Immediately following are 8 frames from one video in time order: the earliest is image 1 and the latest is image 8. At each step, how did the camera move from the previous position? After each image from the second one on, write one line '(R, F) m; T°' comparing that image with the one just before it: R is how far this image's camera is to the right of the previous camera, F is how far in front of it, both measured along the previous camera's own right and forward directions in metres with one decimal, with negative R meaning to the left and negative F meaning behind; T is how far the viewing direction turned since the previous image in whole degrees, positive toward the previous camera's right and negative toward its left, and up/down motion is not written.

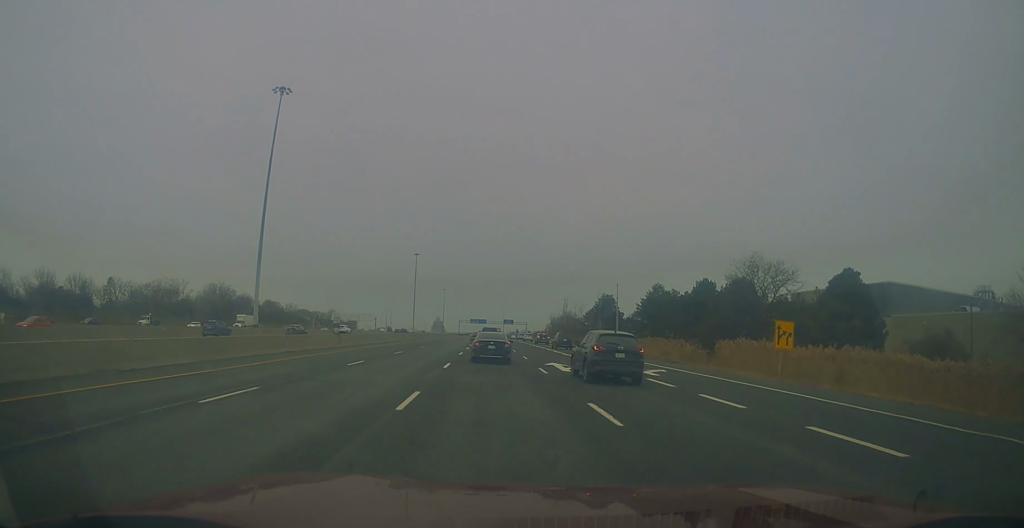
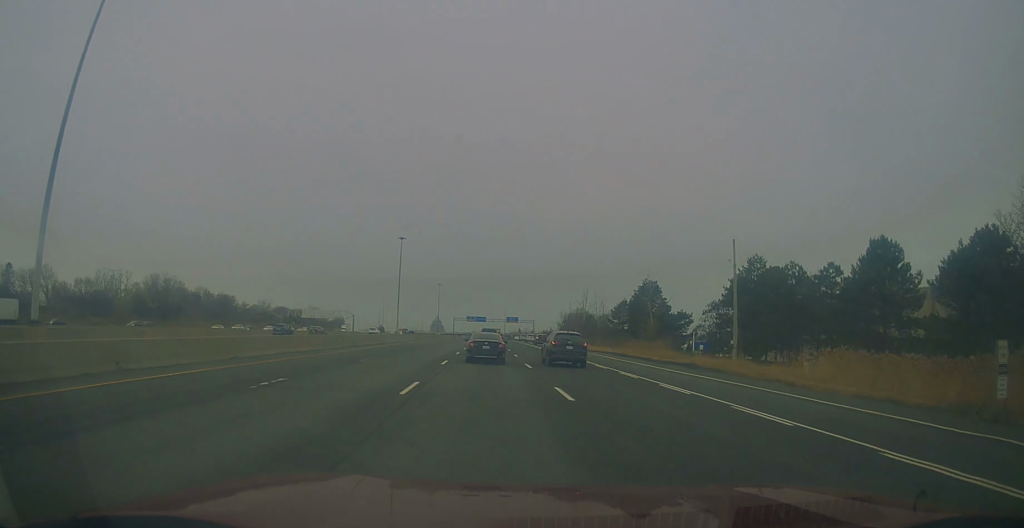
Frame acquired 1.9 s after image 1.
(-0.6, +46.2) m; -1°
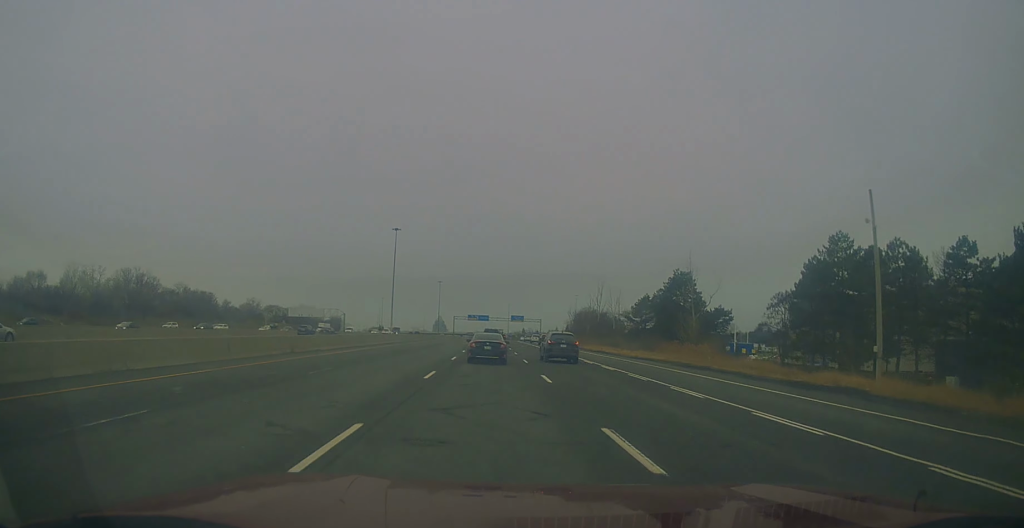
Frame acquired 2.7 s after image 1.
(0.0, +19.7) m; +1°
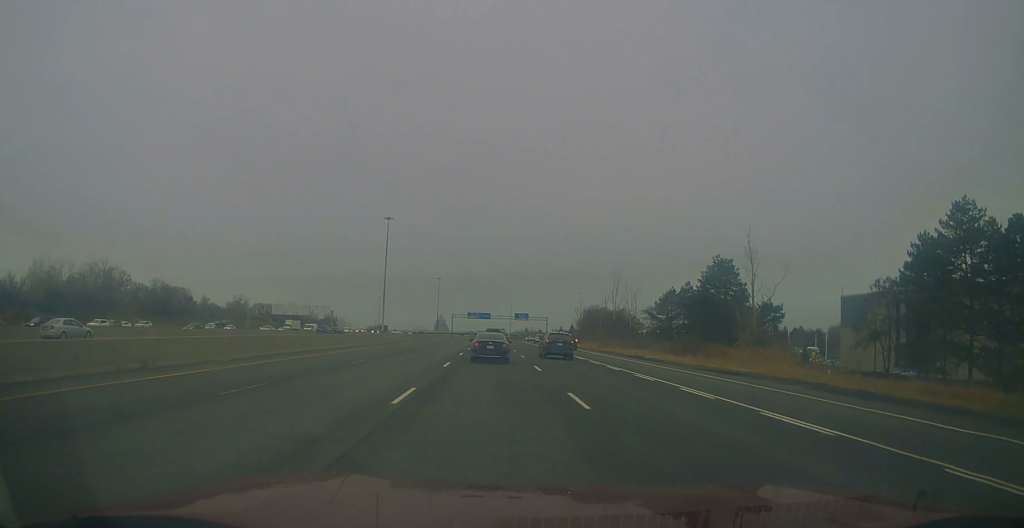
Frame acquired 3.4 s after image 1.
(+0.2, +19.1) m; 0°
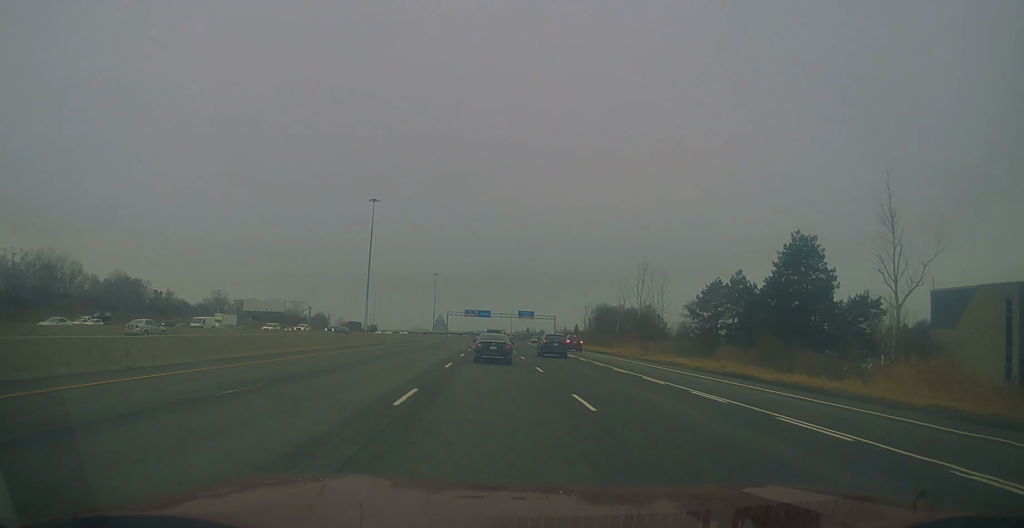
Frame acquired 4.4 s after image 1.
(-0.1, +25.7) m; -1°
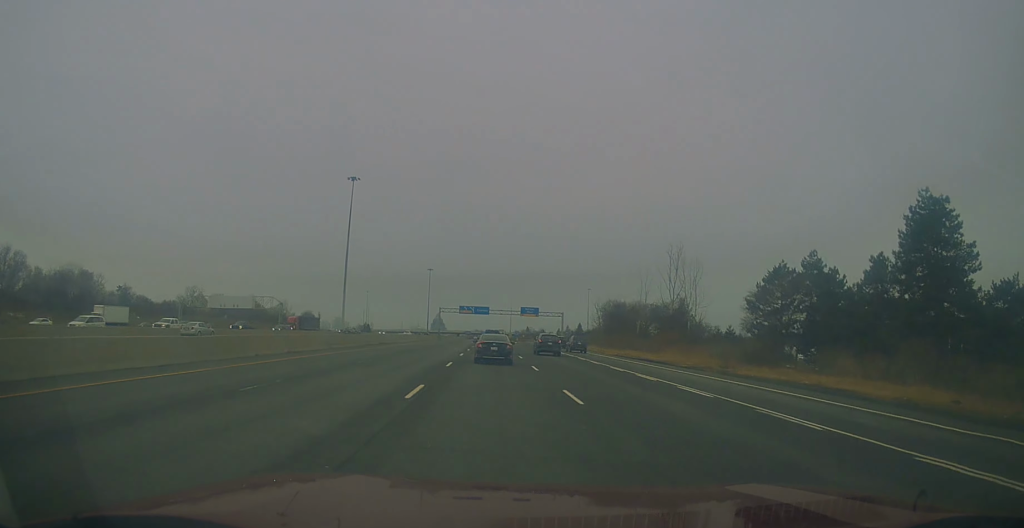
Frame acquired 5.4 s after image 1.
(-0.1, +25.2) m; 0°
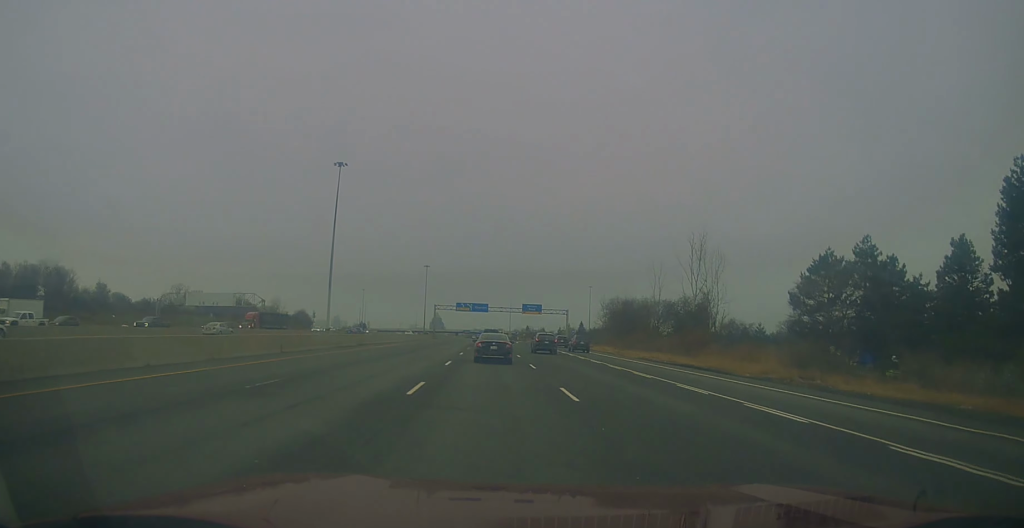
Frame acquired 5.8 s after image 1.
(0.0, +11.3) m; 0°
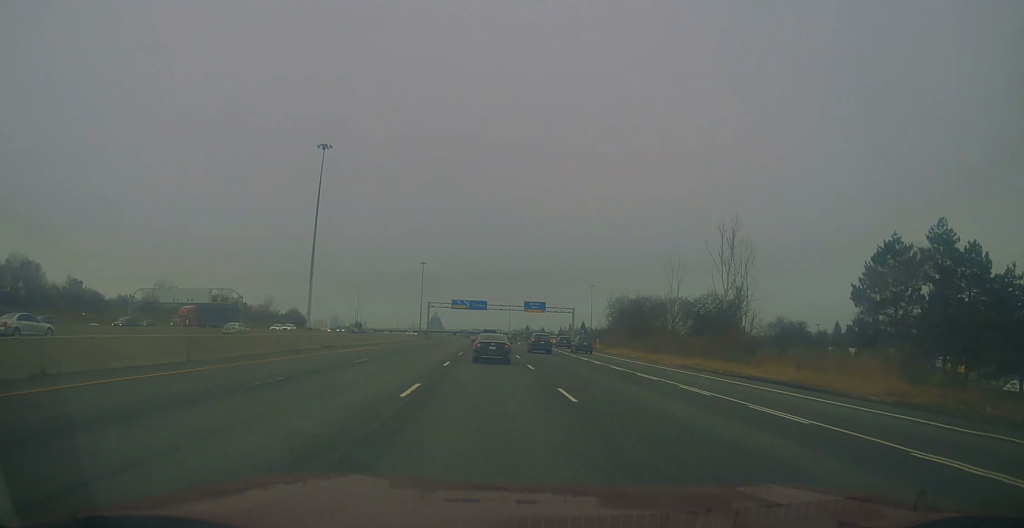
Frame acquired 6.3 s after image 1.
(0.0, +11.4) m; 0°
